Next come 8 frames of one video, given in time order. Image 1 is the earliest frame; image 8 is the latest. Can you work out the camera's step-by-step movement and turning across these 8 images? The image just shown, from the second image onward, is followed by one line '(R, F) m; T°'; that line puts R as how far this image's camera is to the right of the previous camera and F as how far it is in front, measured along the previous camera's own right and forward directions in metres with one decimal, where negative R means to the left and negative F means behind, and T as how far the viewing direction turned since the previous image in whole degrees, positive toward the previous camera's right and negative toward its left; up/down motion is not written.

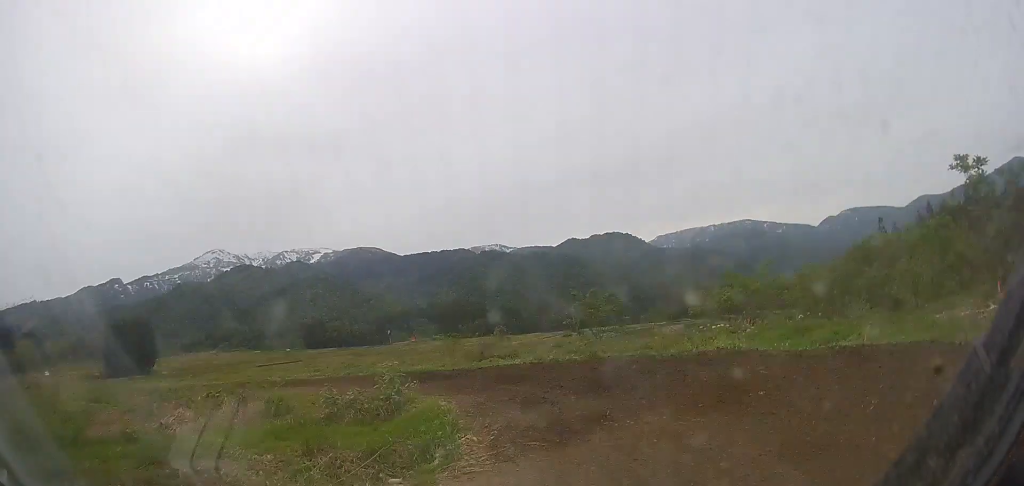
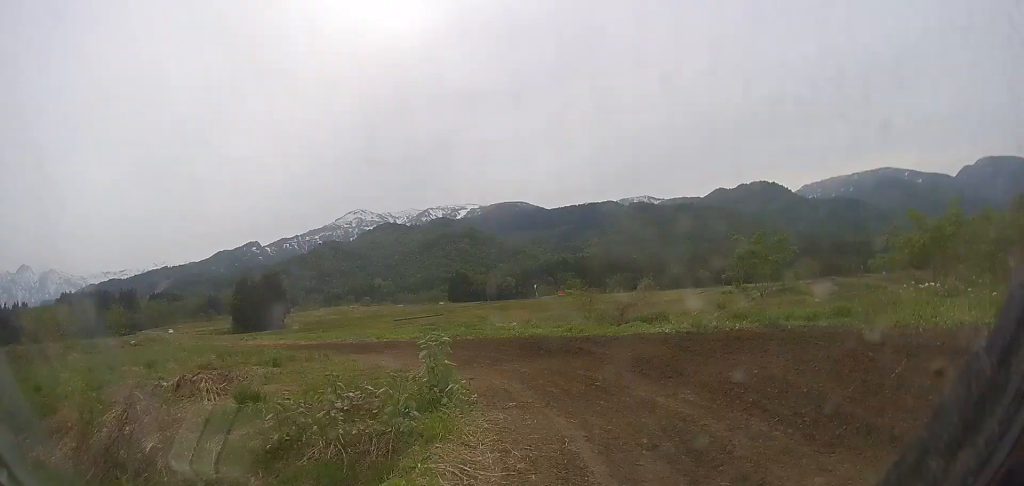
(-0.9, +6.6) m; -33°
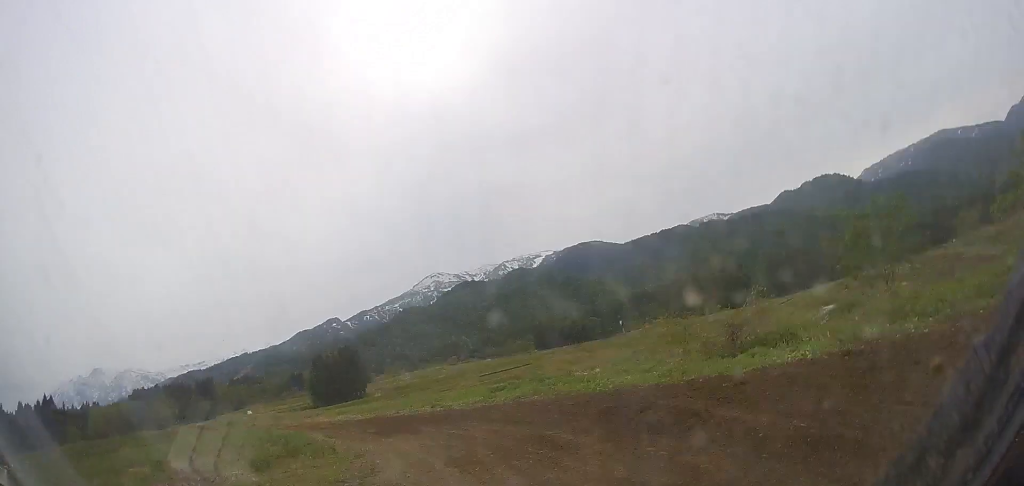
(-1.7, +4.8) m; -26°
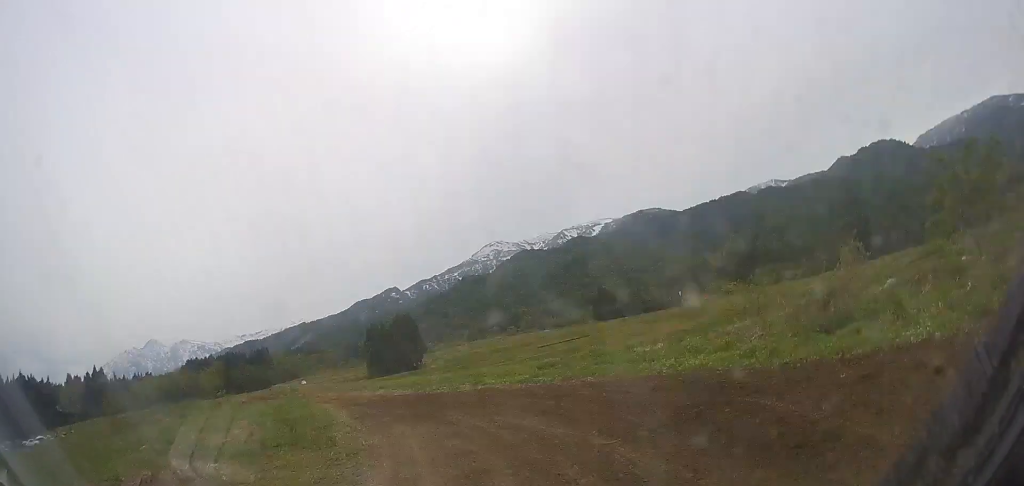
(-0.7, +3.2) m; -10°
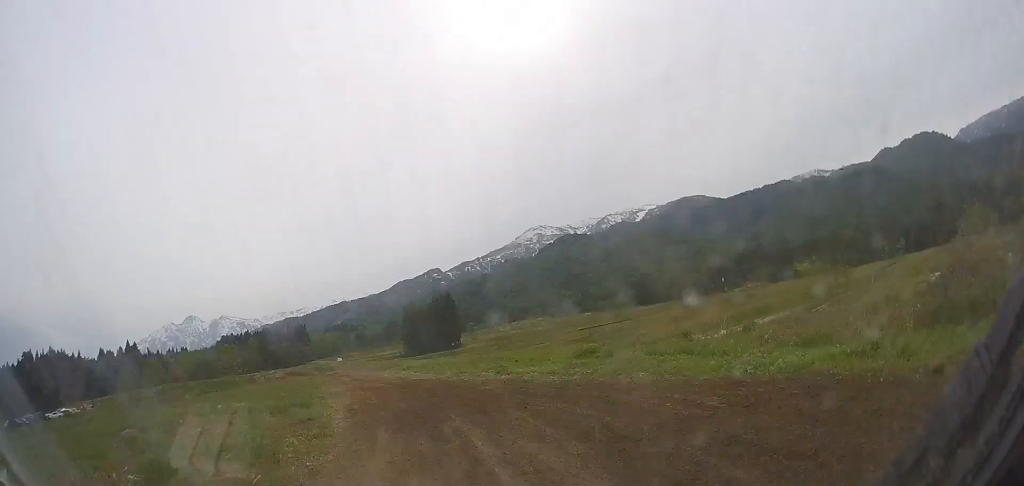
(-0.2, +4.0) m; -5°
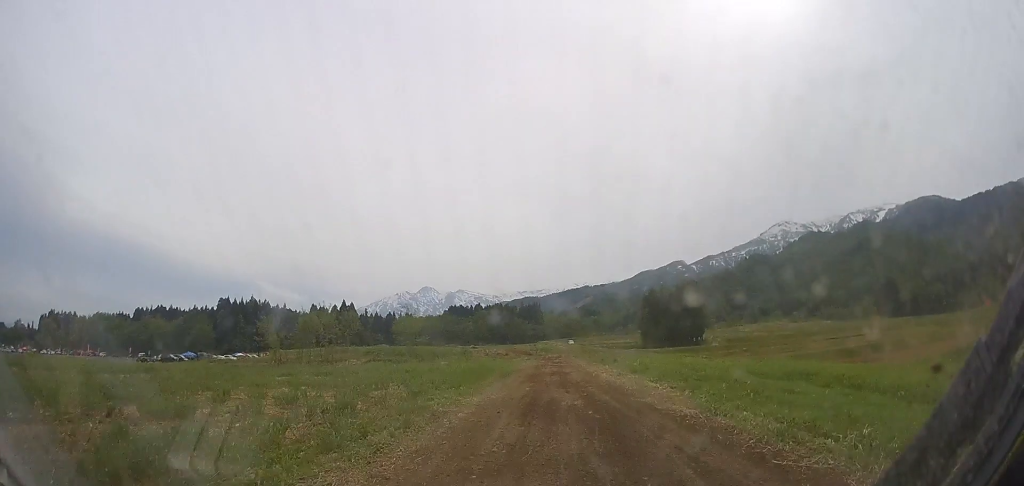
(-2.2, +17.3) m; -16°
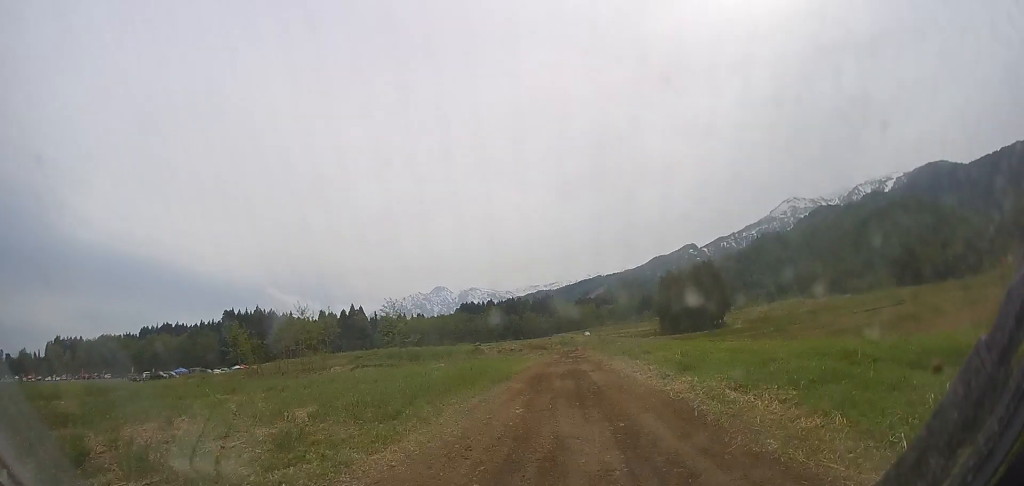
(-0.5, +8.1) m; -3°
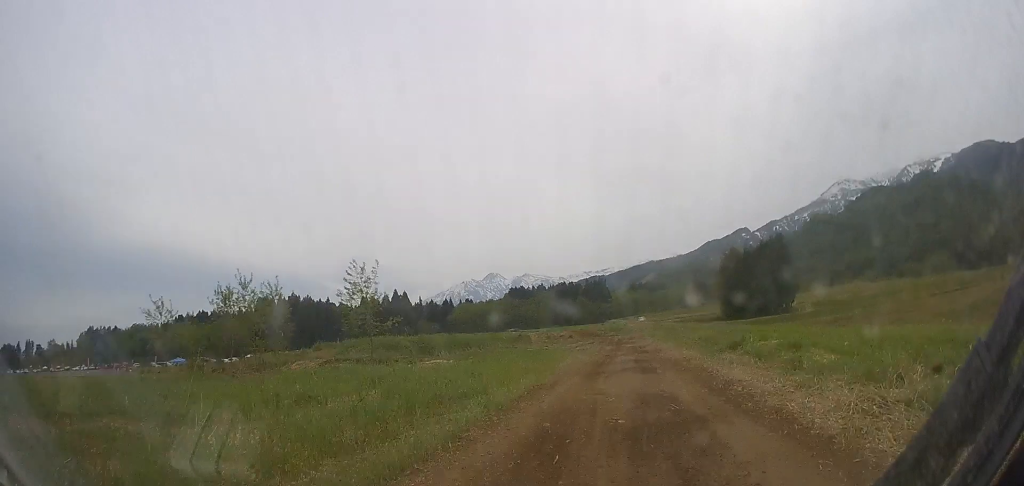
(0.0, +15.5) m; 0°
